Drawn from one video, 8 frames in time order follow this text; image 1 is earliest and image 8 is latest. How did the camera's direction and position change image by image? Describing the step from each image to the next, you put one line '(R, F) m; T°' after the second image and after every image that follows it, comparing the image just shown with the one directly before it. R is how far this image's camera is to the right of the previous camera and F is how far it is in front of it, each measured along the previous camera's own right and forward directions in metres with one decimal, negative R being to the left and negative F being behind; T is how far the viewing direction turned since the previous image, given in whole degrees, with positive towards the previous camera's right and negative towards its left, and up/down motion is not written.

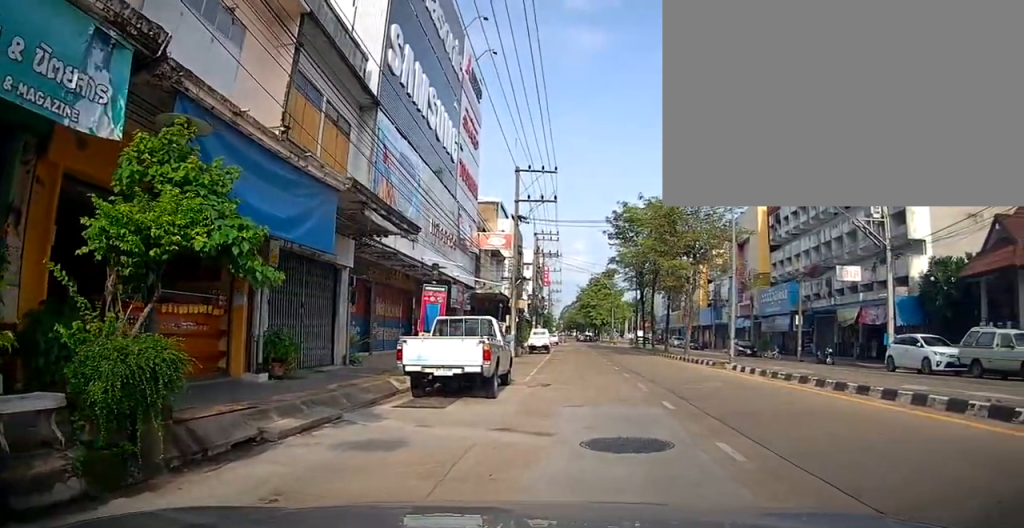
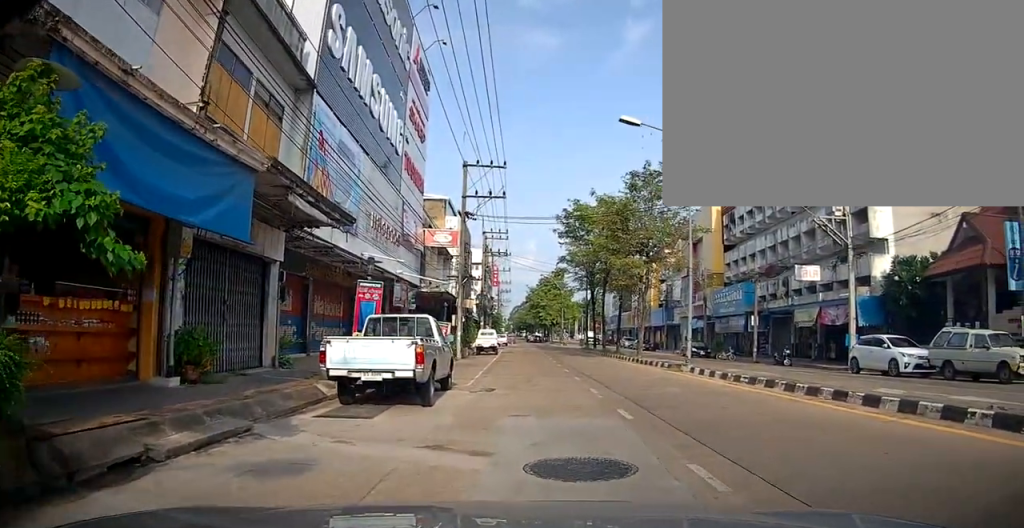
(+0.1, +1.1) m; +4°
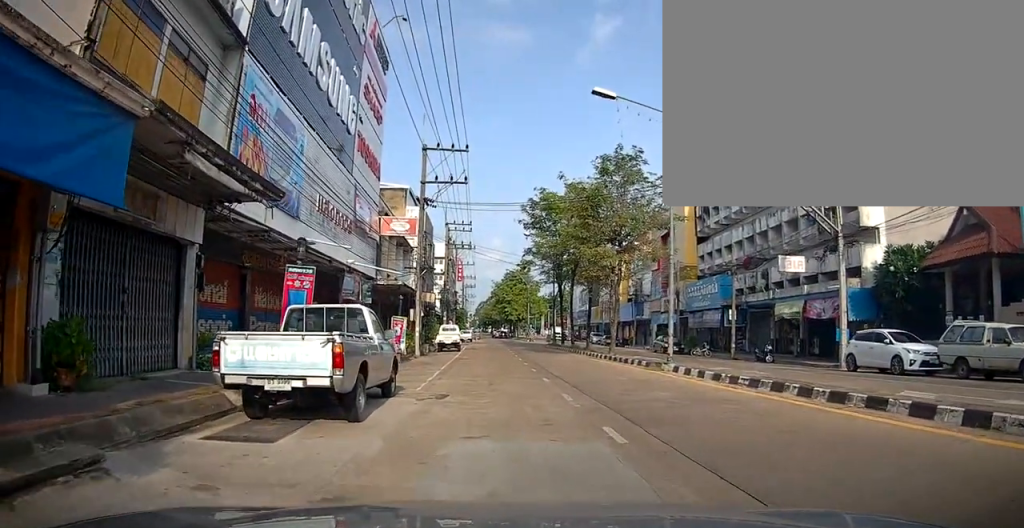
(+0.1, +2.0) m; +3°
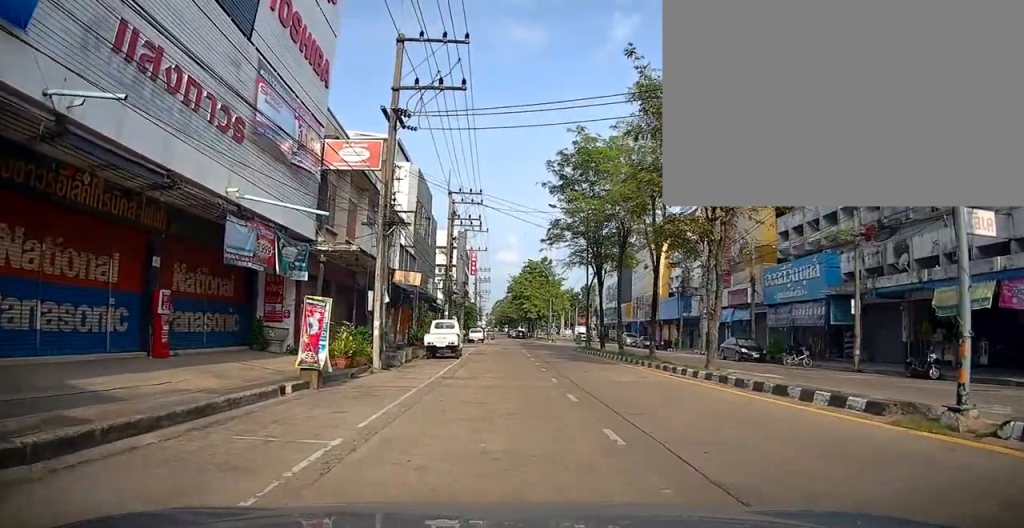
(+0.1, +11.1) m; -2°
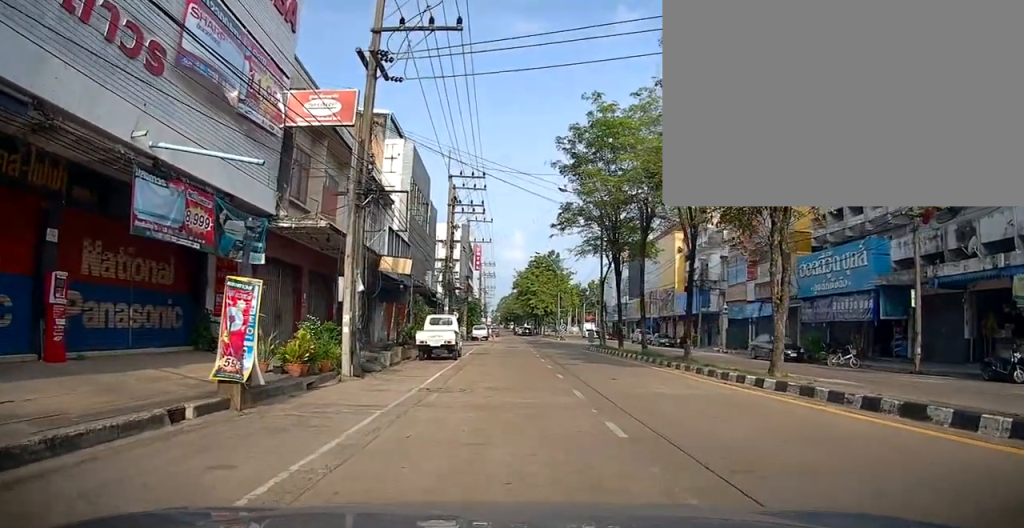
(-0.1, +3.5) m; -3°
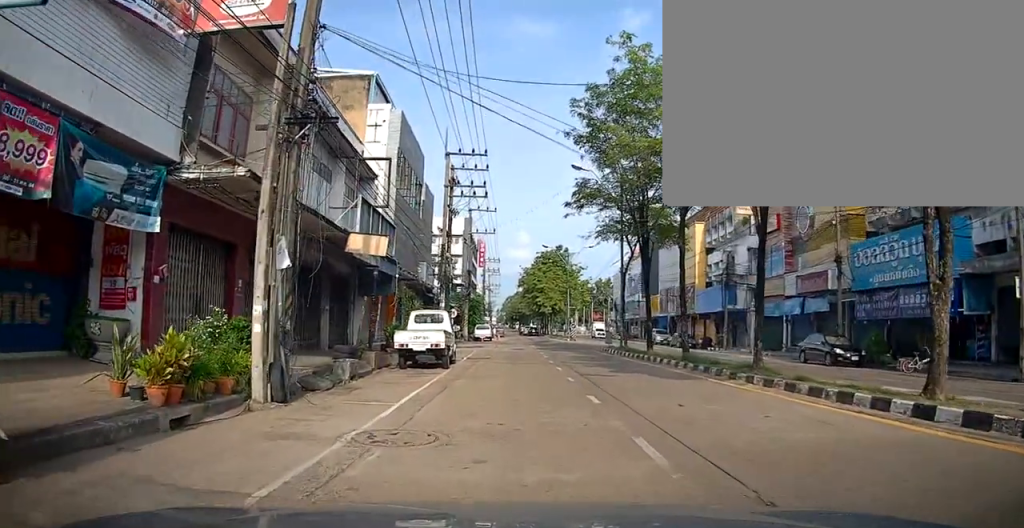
(-0.1, +4.6) m; -3°
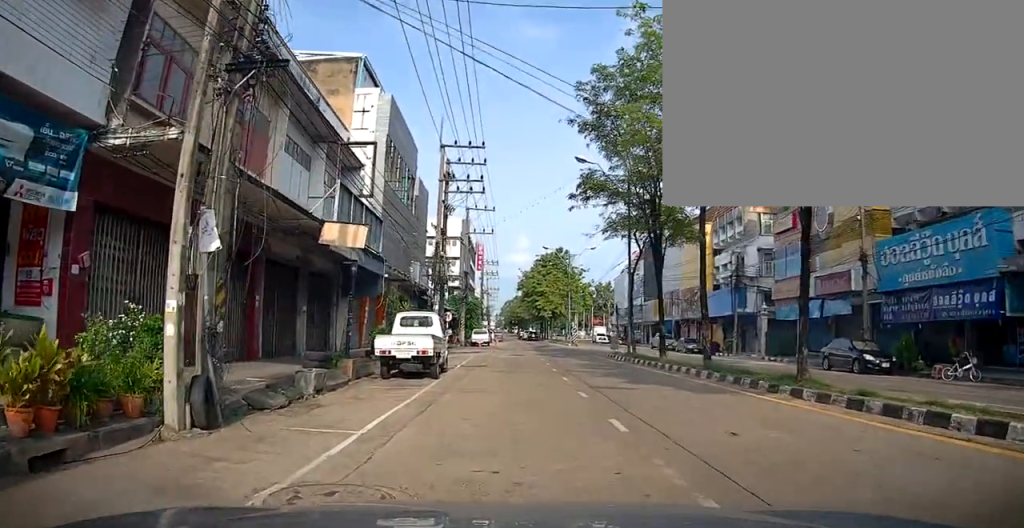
(0.0, +1.9) m; -1°
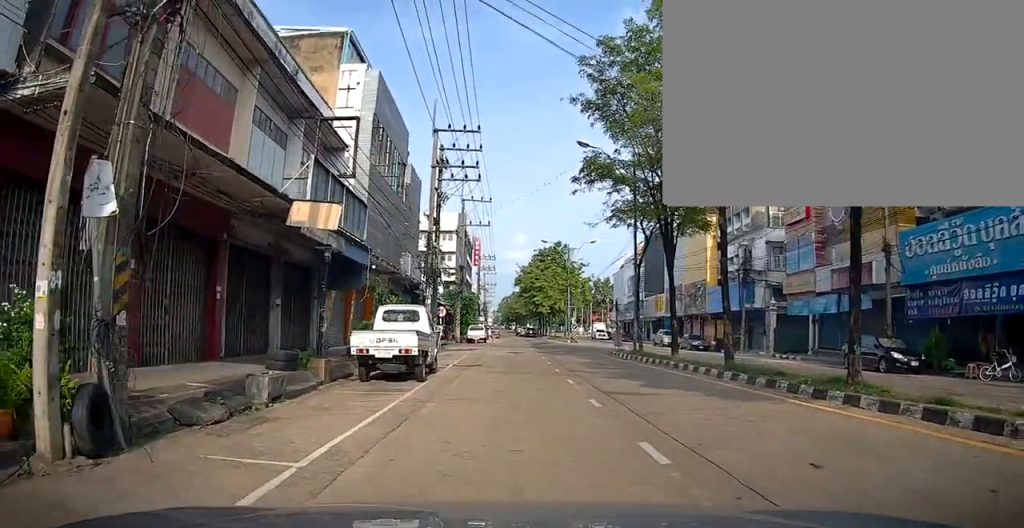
(0.0, +1.5) m; 0°
